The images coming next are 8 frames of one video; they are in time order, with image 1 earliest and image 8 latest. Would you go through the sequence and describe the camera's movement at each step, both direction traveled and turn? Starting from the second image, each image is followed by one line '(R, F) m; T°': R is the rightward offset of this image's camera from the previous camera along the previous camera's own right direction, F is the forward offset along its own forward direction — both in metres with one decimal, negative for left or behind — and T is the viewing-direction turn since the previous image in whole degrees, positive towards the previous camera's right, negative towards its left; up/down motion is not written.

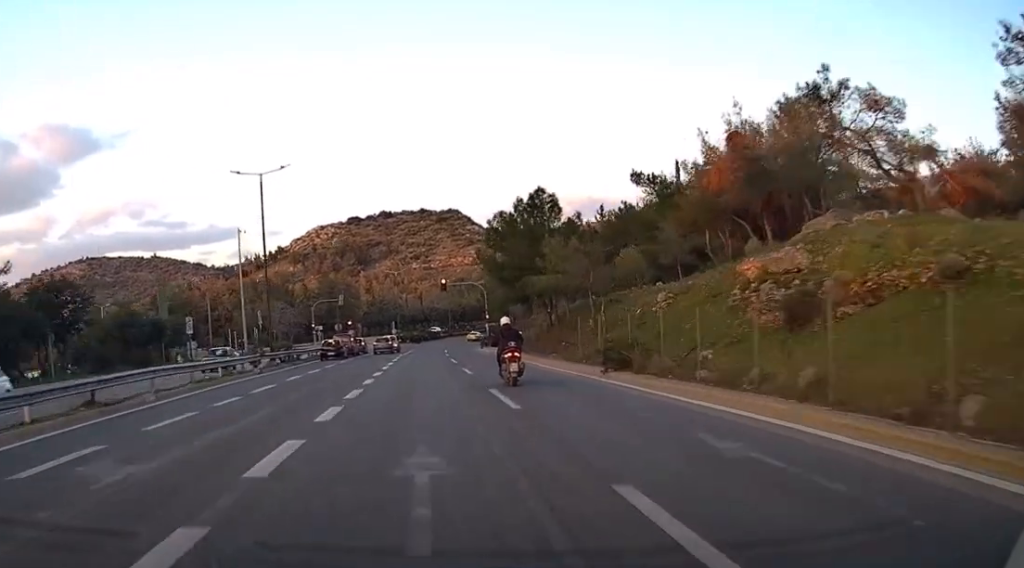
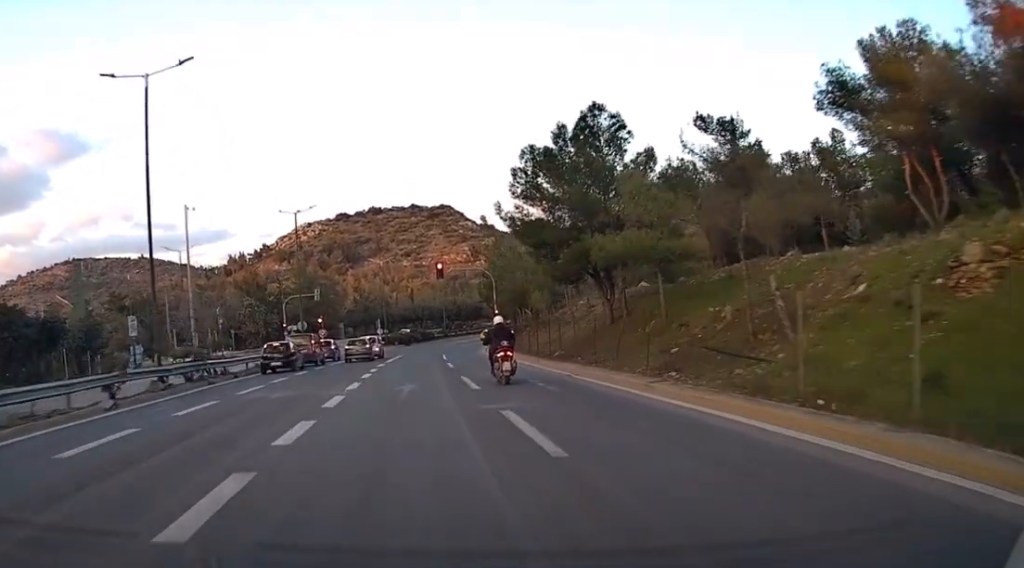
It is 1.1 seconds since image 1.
(+0.8, +19.2) m; +3°
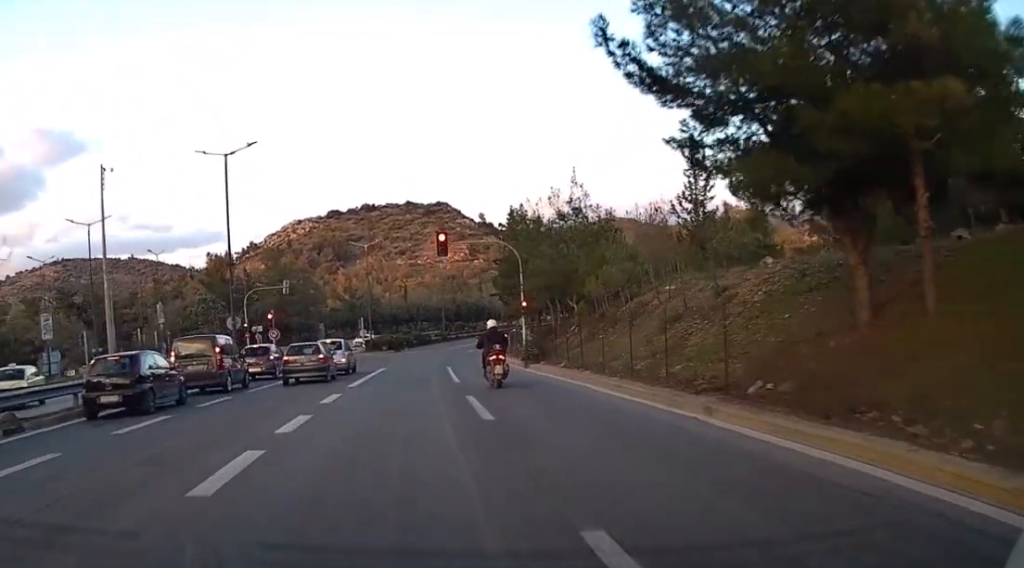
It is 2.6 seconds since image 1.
(+0.4, +22.0) m; +1°
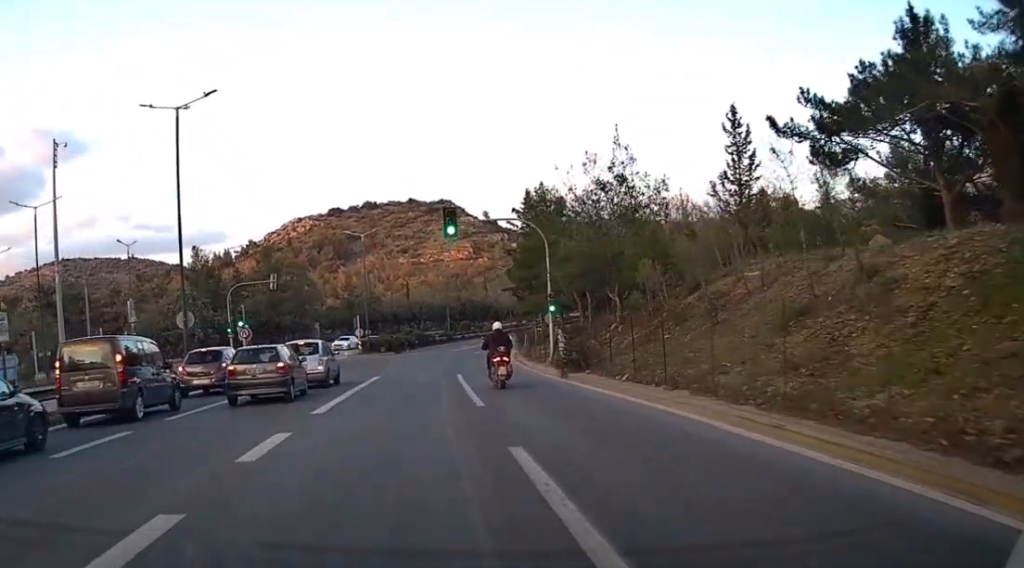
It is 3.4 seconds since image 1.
(0.0, +10.2) m; 0°
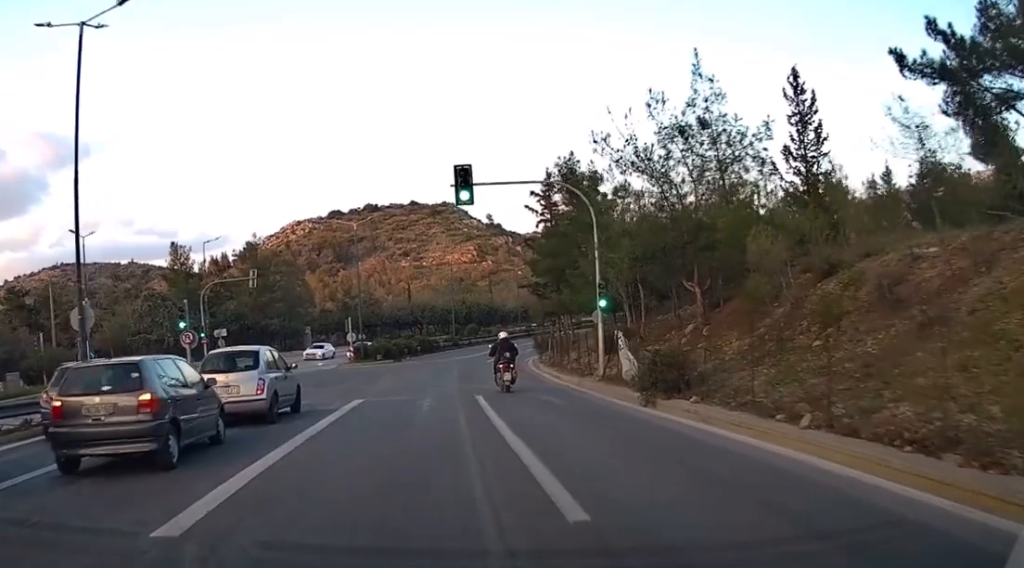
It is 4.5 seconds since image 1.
(0.0, +11.1) m; 0°
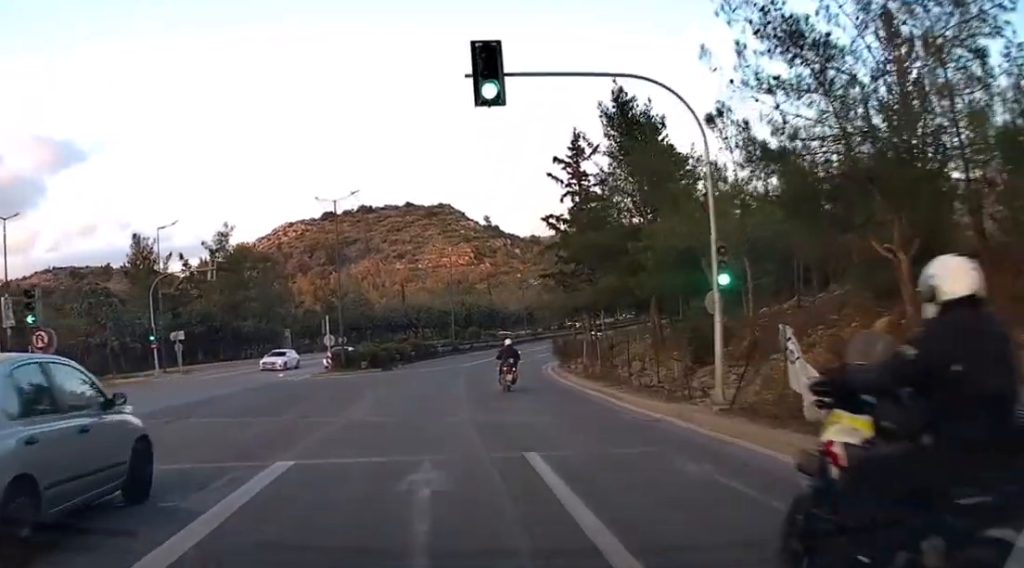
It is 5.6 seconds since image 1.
(0.0, +9.7) m; 0°
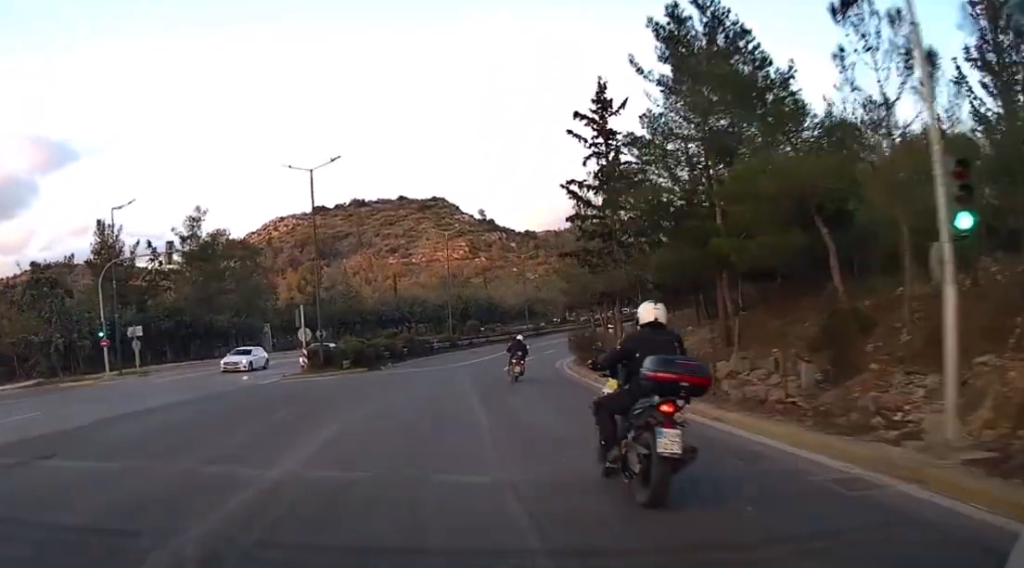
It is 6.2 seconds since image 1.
(0.0, +5.7) m; 0°
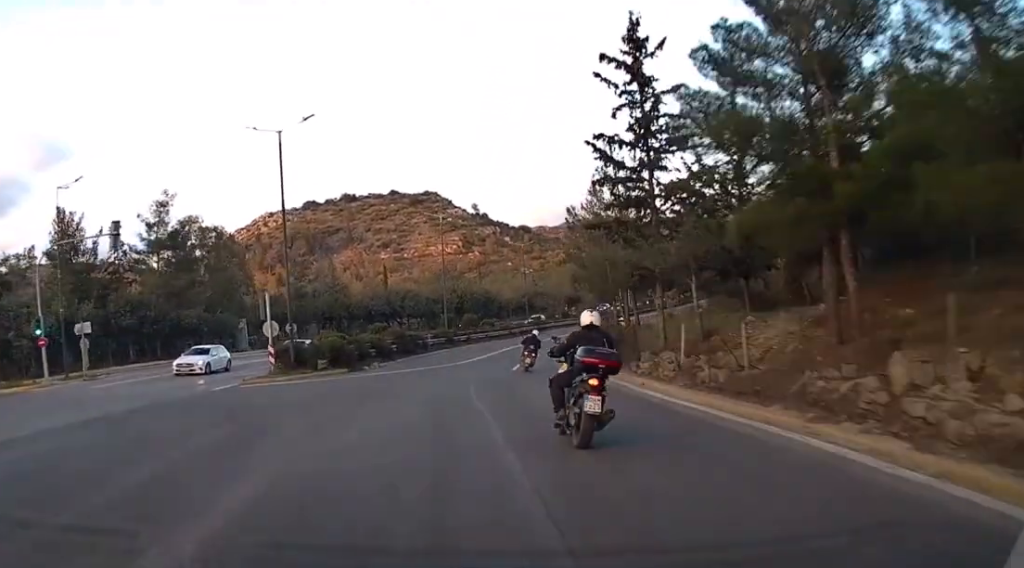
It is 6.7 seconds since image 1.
(0.0, +5.1) m; -1°
